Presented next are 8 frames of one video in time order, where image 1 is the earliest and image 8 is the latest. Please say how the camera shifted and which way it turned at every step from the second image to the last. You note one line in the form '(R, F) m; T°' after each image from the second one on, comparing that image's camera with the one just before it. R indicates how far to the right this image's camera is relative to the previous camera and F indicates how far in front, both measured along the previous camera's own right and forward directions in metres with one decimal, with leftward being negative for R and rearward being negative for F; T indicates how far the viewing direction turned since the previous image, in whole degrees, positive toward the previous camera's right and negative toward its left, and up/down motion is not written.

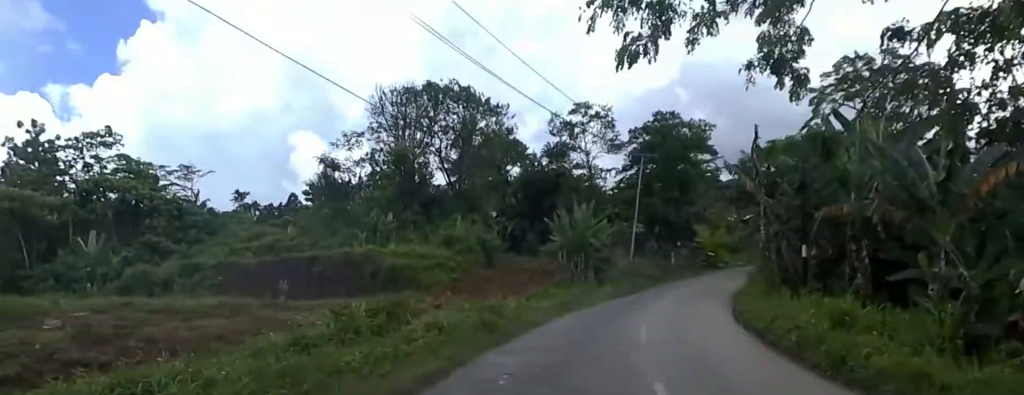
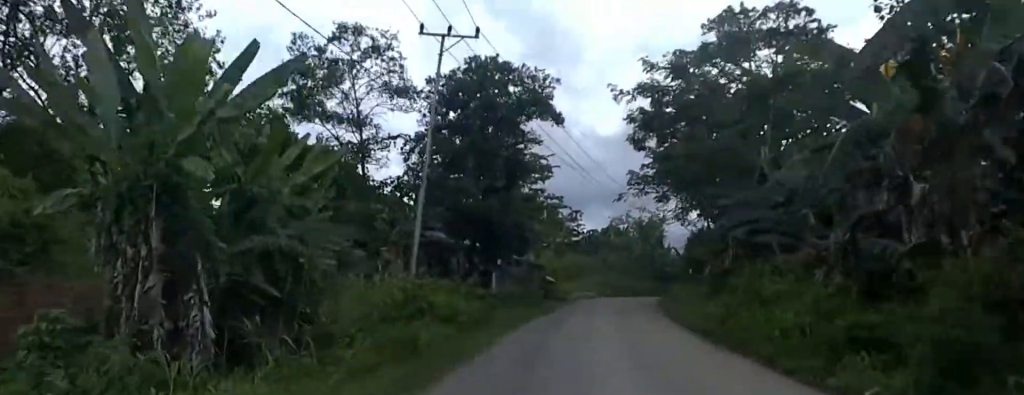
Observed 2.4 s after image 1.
(+3.7, +25.2) m; +20°
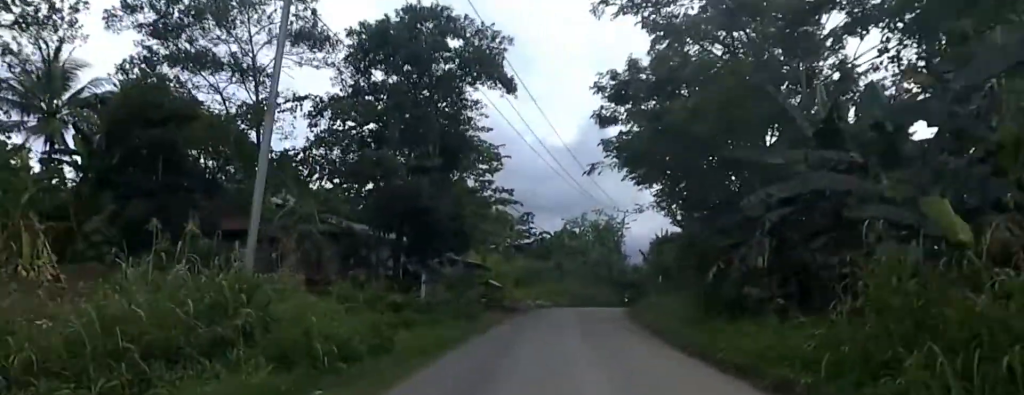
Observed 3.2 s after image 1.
(0.0, +7.9) m; +6°
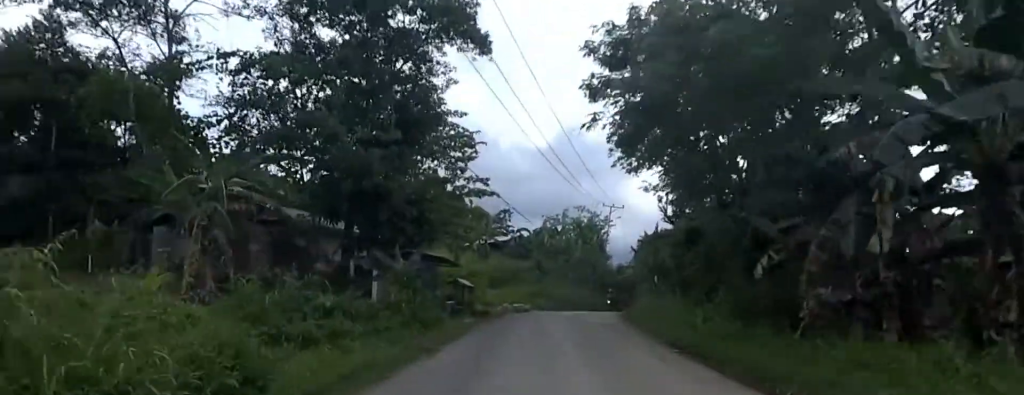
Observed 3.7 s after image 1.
(+0.5, +5.5) m; 0°
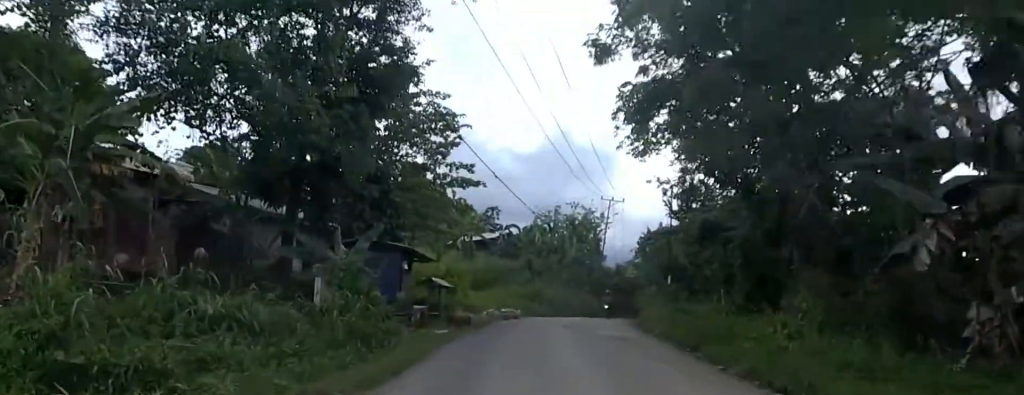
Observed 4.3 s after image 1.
(+0.7, +5.8) m; 0°
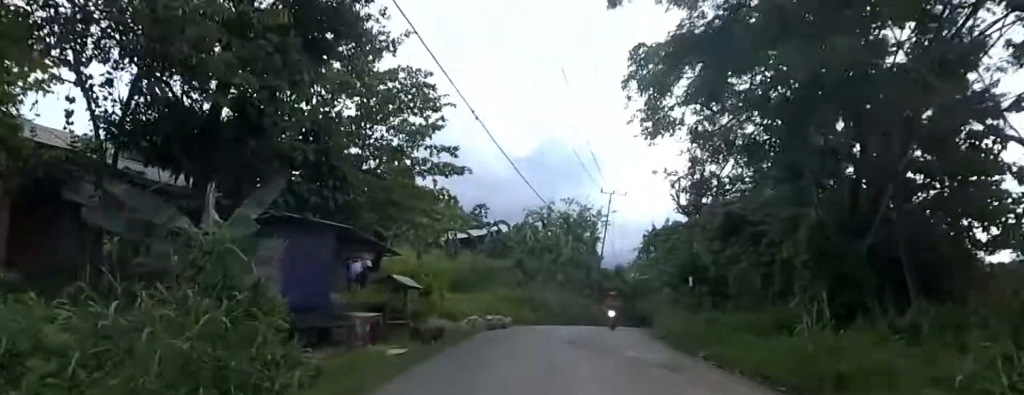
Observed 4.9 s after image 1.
(-0.7, +5.4) m; -4°
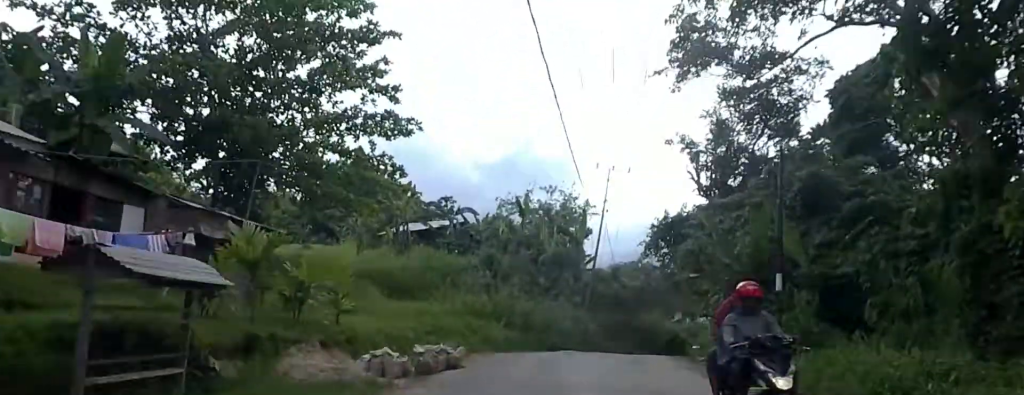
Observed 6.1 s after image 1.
(-0.6, +11.0) m; +5°
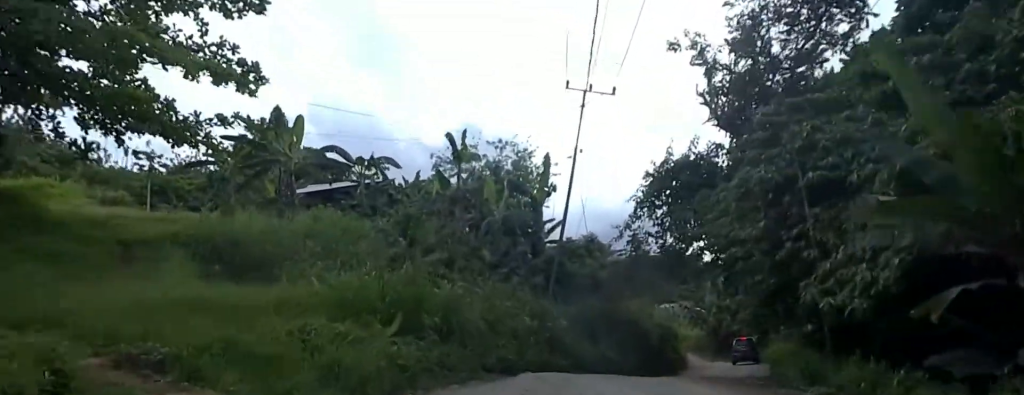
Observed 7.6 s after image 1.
(+2.1, +10.4) m; +13°
